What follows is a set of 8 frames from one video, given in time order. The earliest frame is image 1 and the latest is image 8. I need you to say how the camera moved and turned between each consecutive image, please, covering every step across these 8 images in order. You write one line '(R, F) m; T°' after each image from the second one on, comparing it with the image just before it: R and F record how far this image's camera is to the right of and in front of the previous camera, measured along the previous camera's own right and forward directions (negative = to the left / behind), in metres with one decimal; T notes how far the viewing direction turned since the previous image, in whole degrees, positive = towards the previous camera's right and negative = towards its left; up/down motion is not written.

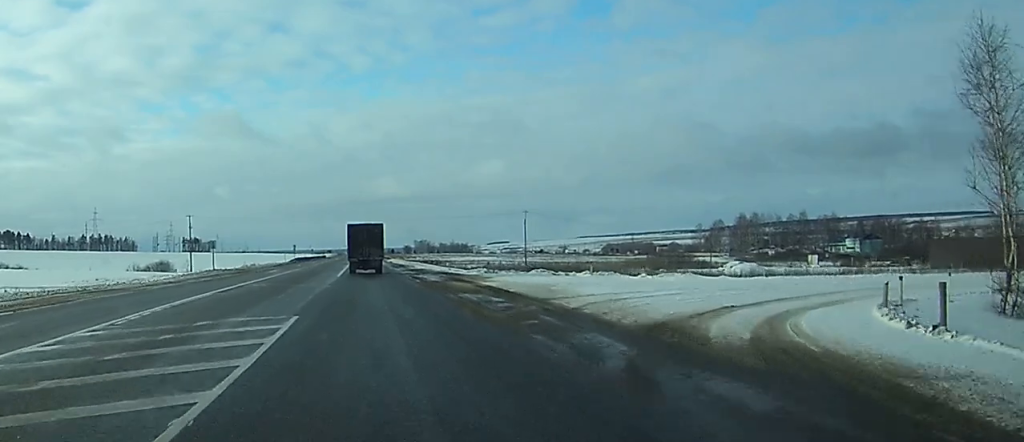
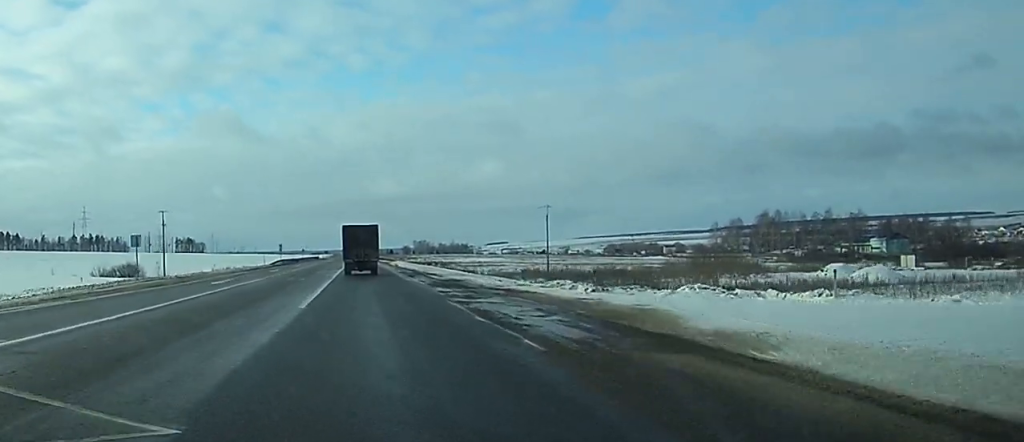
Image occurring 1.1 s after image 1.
(+0.1, +25.9) m; 0°
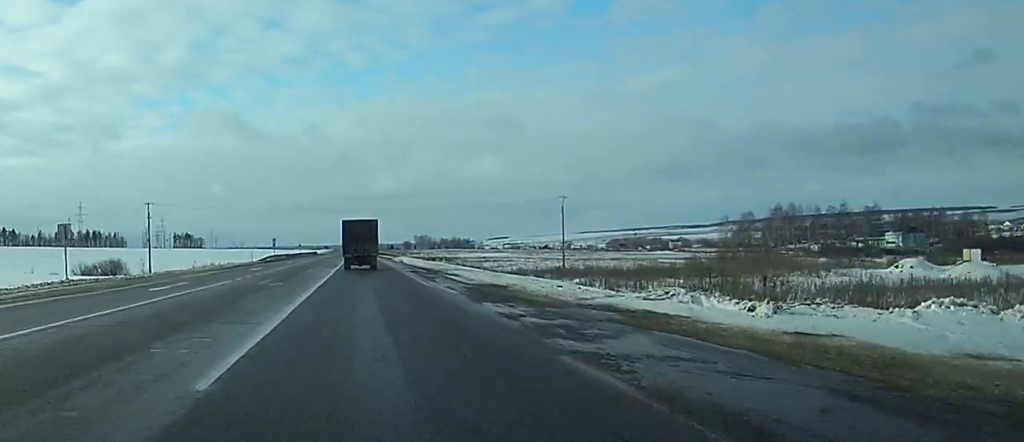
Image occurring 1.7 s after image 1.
(0.0, +13.0) m; 0°
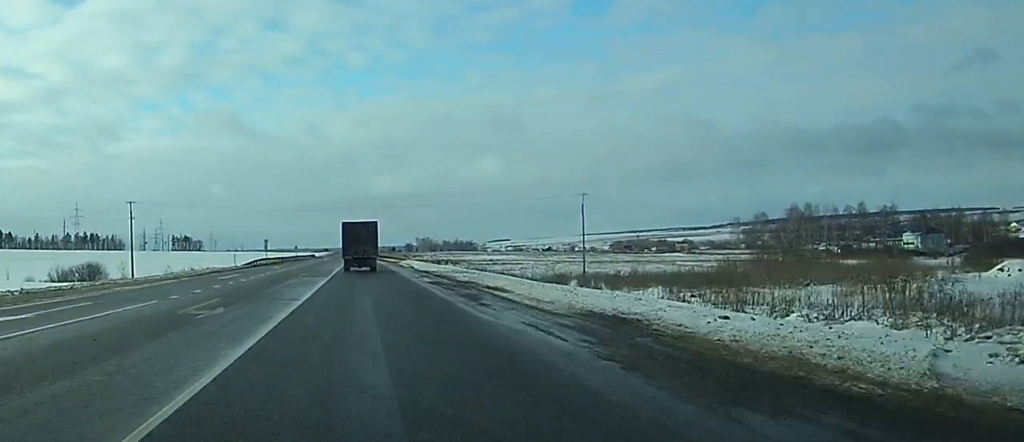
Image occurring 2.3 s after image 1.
(-0.1, +13.7) m; 0°
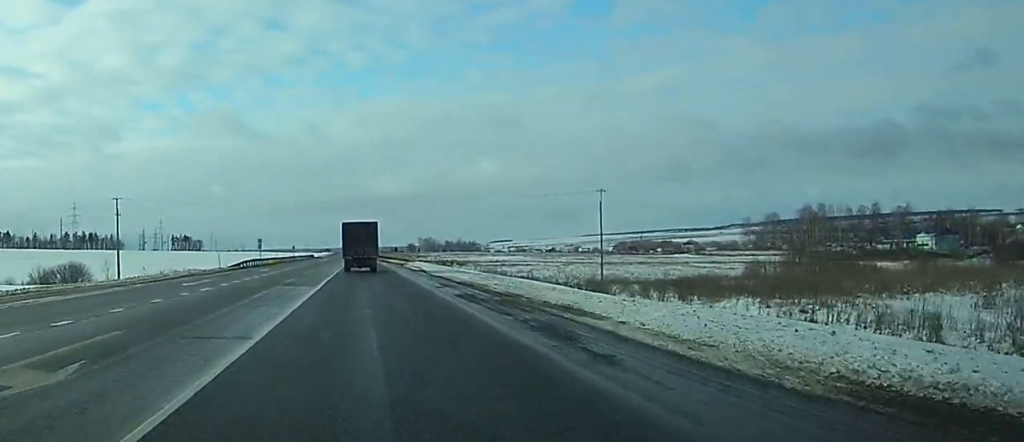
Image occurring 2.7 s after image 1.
(0.0, +9.9) m; 0°
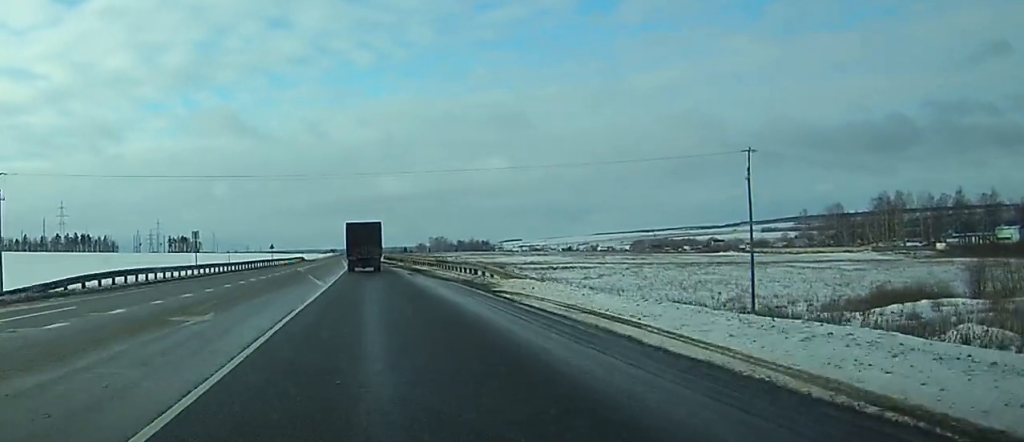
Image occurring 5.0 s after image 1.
(-0.4, +51.2) m; -1°
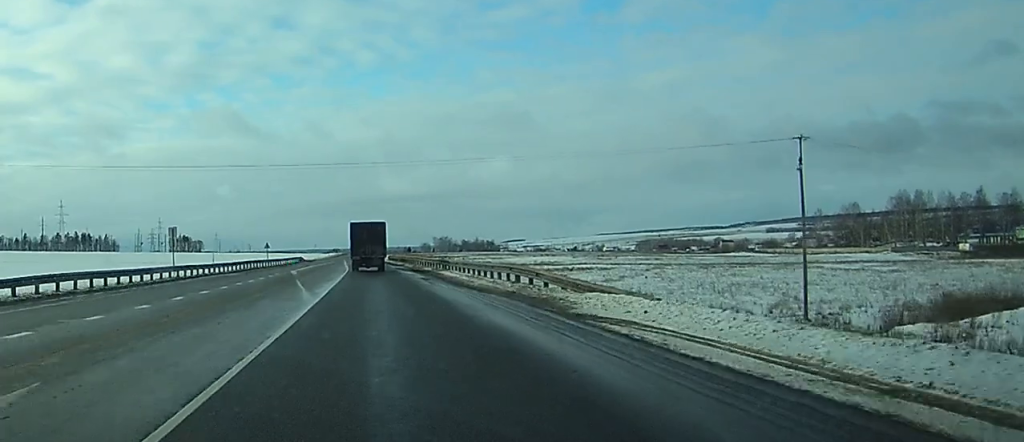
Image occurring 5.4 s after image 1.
(-0.1, +9.9) m; 0°
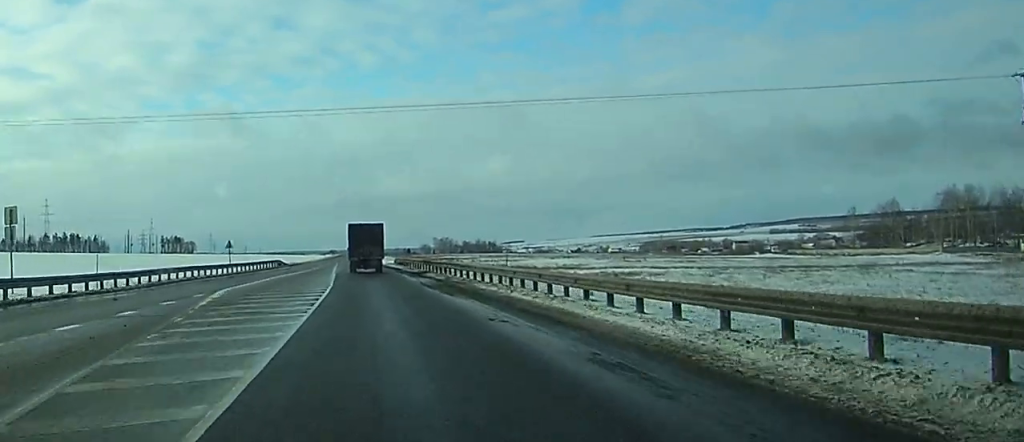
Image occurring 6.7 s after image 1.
(+0.1, +29.1) m; 0°
